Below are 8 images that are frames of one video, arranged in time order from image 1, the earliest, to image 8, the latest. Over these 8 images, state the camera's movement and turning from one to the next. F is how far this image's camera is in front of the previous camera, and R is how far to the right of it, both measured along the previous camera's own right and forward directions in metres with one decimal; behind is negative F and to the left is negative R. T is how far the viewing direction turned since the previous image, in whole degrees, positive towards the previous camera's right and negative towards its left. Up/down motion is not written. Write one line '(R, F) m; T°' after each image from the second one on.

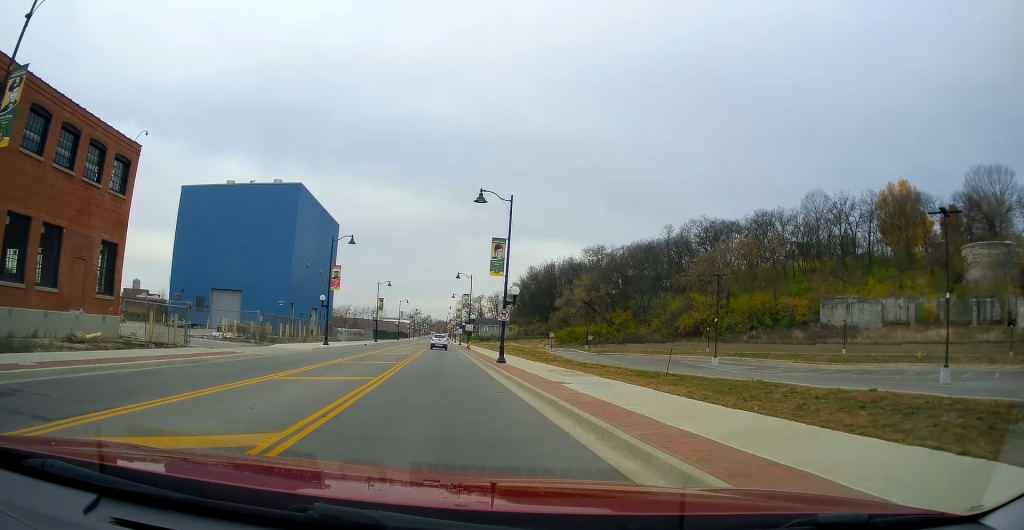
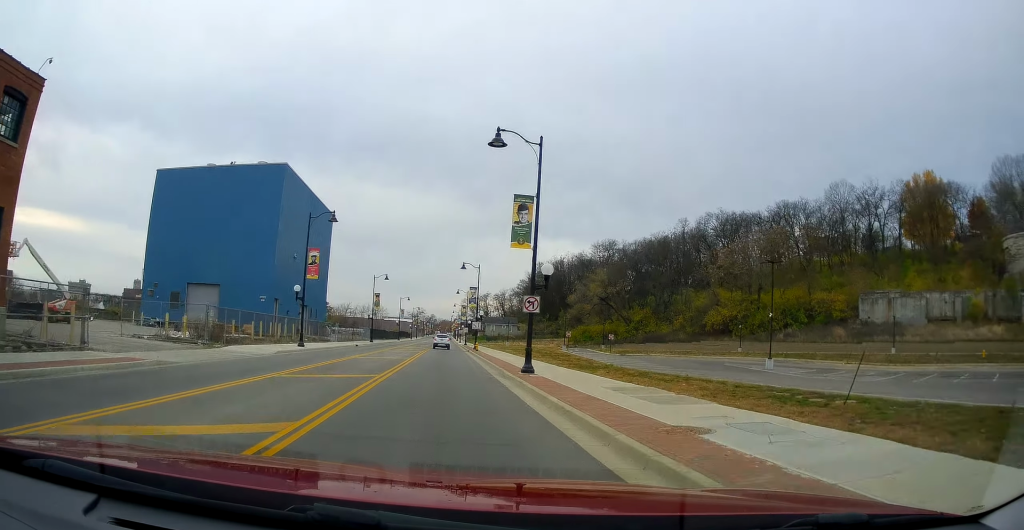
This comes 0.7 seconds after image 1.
(+0.1, +9.5) m; 0°
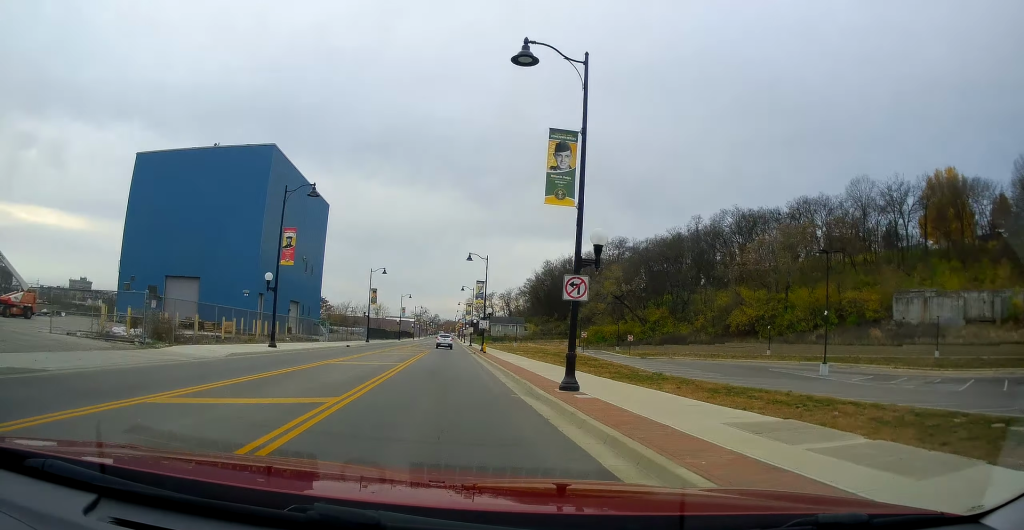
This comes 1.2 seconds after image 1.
(-0.1, +7.1) m; -1°
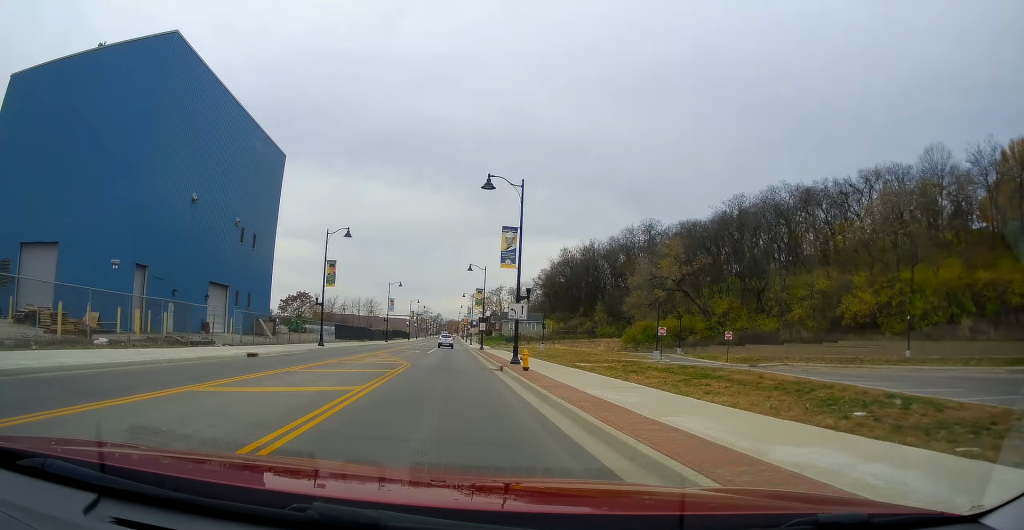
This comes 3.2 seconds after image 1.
(+0.5, +25.5) m; +2°
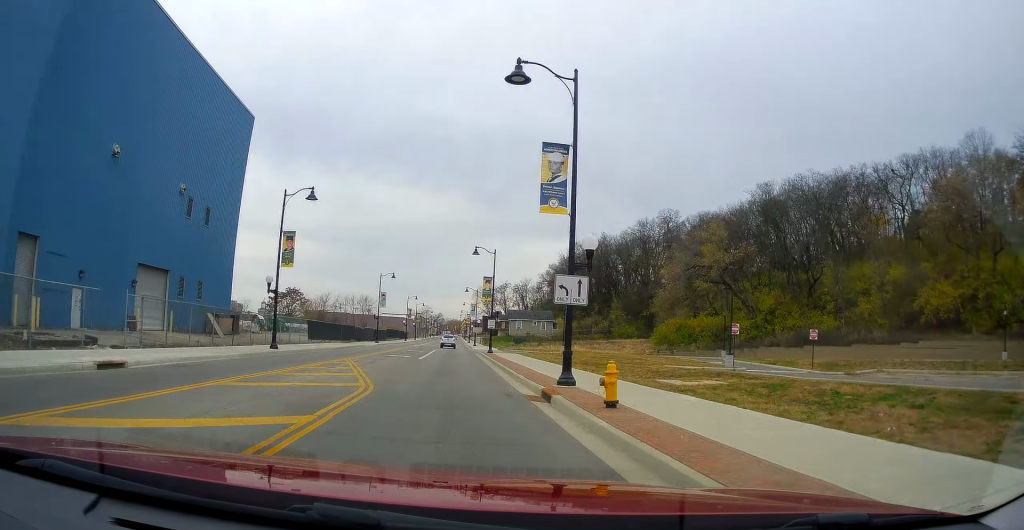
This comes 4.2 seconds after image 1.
(0.0, +13.3) m; -1°
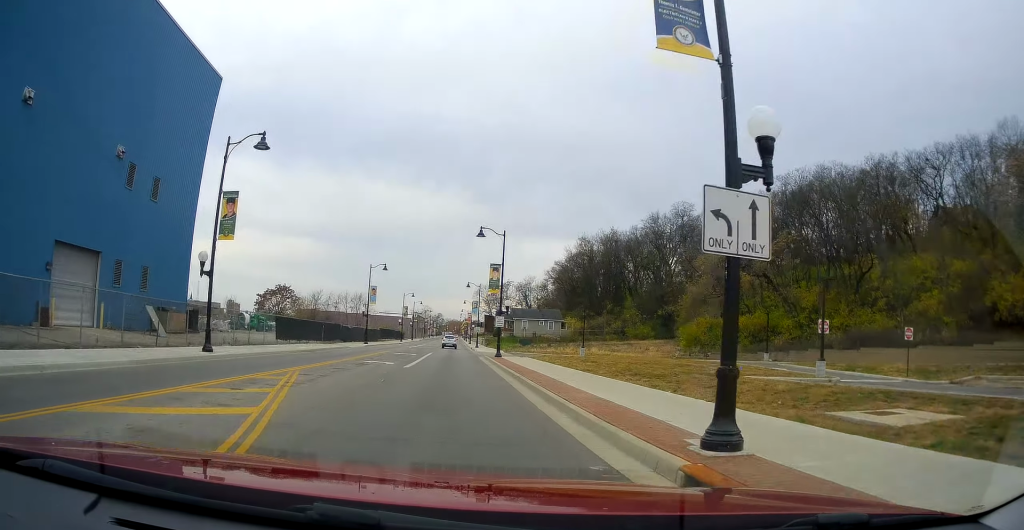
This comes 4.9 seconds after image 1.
(-0.1, +9.9) m; 0°
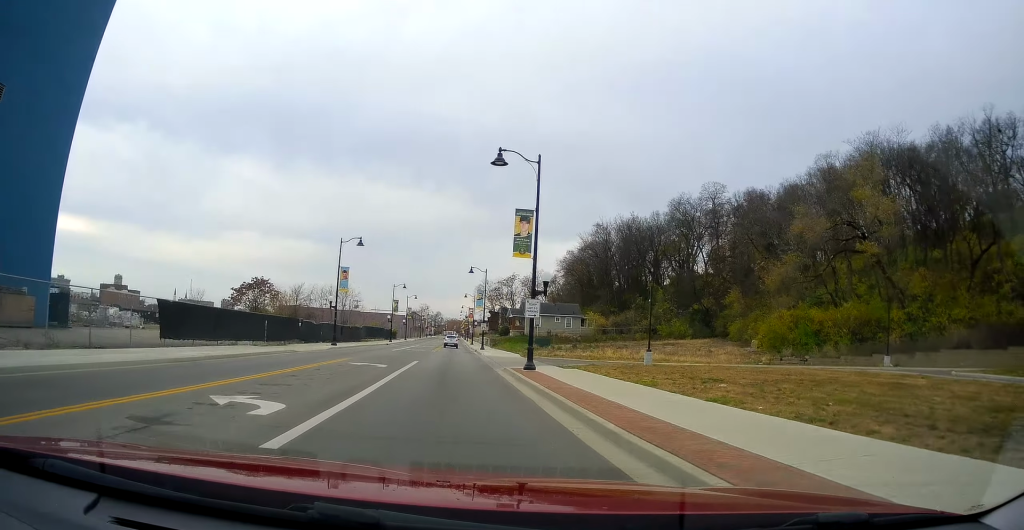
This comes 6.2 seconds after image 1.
(+0.1, +18.0) m; 0°
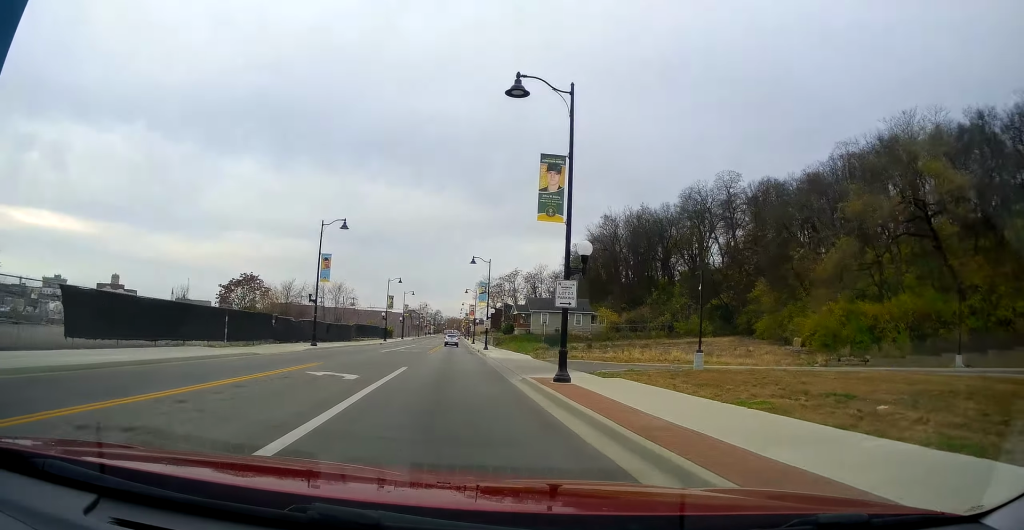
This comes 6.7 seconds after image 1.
(-0.1, +7.3) m; -1°
